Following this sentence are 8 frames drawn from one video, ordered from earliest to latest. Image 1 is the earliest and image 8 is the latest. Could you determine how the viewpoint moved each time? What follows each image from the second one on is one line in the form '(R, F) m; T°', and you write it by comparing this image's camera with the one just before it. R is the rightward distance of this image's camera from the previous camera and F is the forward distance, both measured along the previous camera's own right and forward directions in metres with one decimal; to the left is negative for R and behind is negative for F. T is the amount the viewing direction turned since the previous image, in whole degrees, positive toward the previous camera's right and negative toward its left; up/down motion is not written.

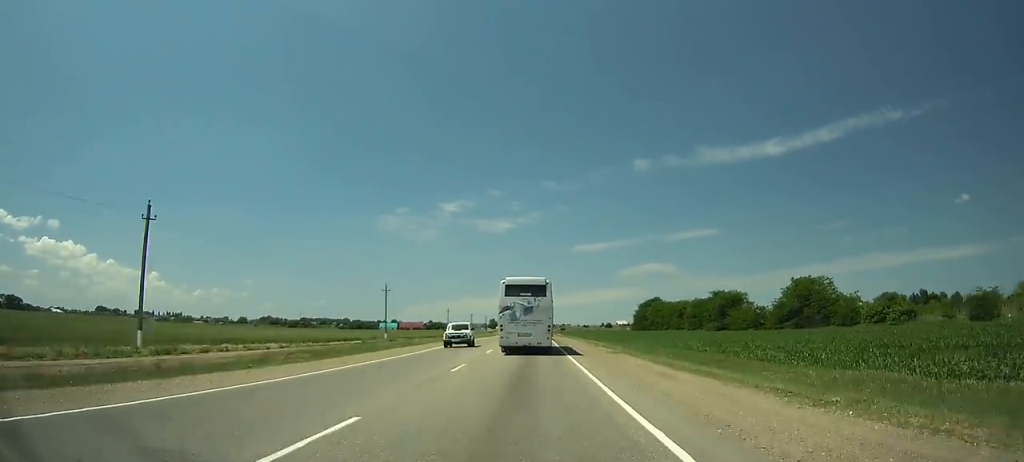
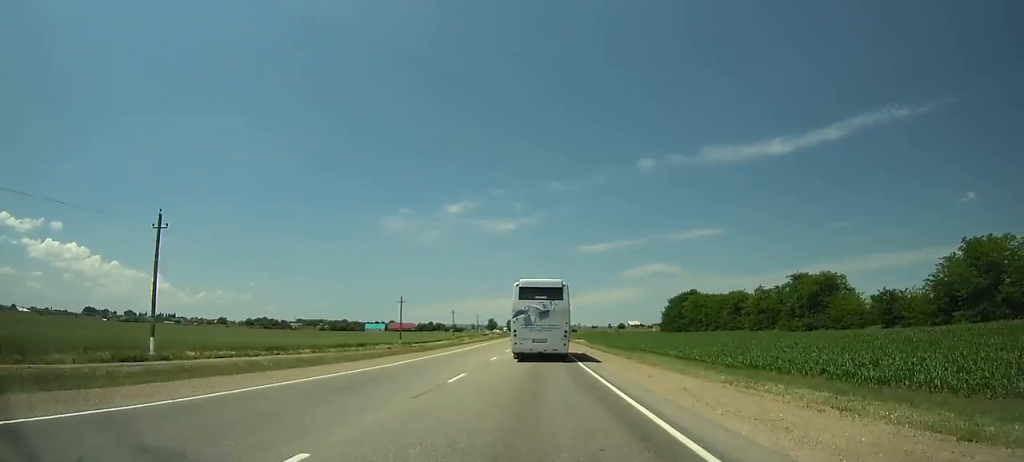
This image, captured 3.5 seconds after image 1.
(-0.6, +62.5) m; 0°
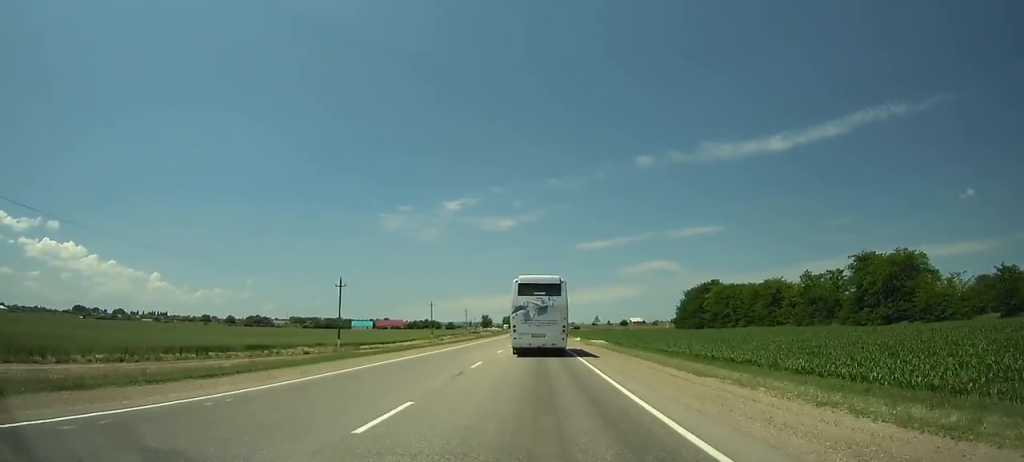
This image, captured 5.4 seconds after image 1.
(+0.2, +33.0) m; 0°
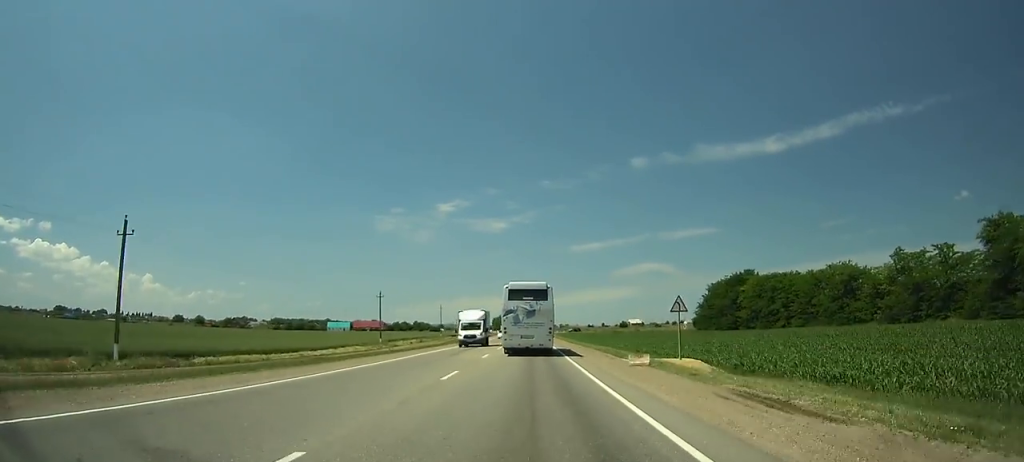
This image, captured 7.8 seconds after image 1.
(+0.2, +41.3) m; 0°
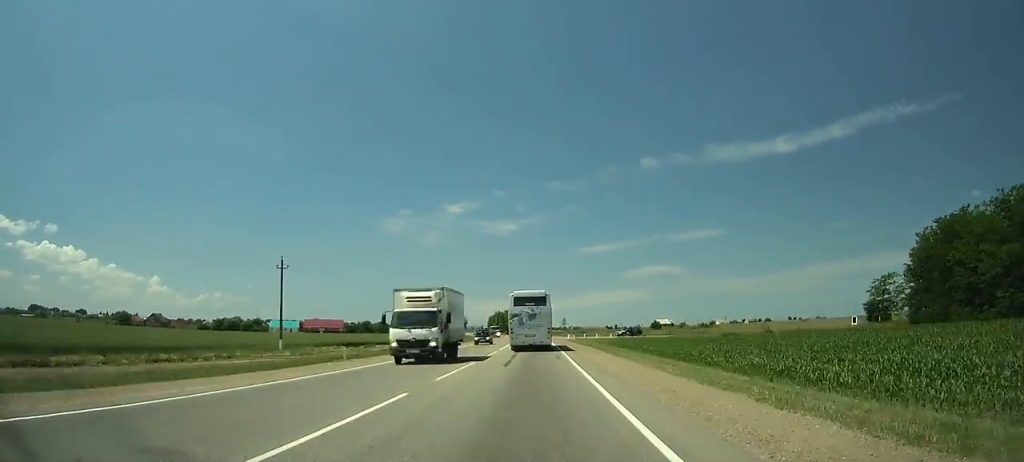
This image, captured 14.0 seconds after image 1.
(-0.5, +107.8) m; -1°
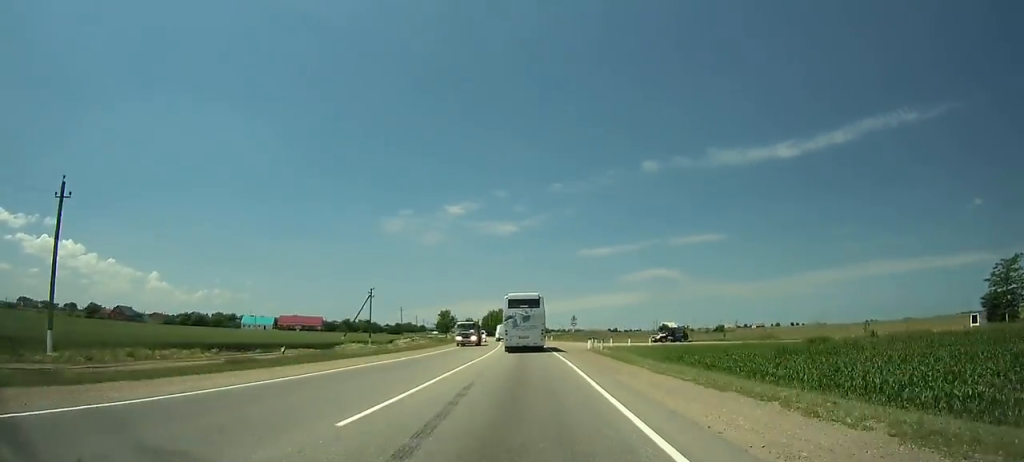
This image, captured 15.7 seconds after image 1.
(0.0, +30.1) m; -1°
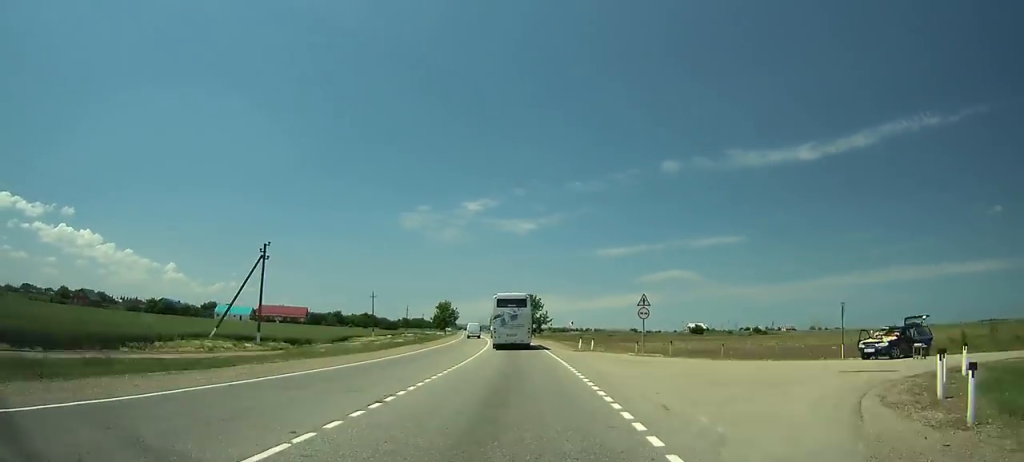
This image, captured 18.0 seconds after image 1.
(-0.5, +41.5) m; -2°
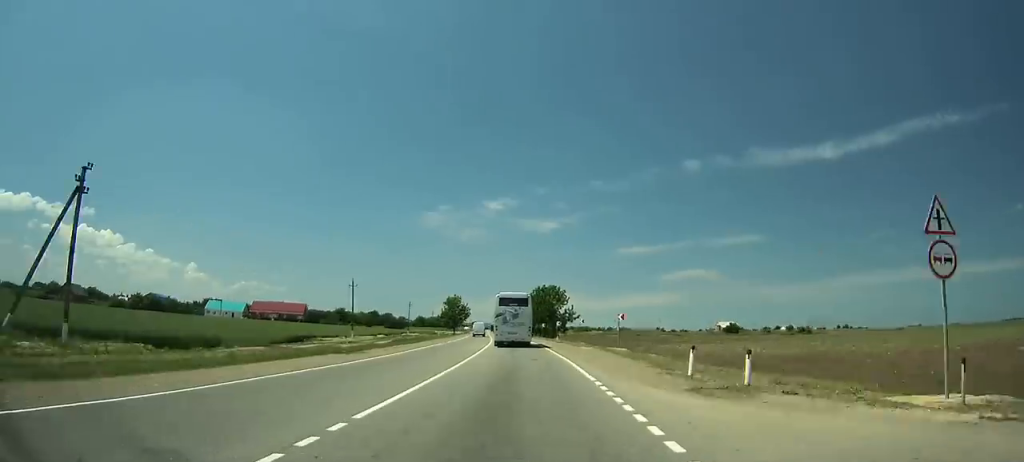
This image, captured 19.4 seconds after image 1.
(-0.2, +25.5) m; -1°
